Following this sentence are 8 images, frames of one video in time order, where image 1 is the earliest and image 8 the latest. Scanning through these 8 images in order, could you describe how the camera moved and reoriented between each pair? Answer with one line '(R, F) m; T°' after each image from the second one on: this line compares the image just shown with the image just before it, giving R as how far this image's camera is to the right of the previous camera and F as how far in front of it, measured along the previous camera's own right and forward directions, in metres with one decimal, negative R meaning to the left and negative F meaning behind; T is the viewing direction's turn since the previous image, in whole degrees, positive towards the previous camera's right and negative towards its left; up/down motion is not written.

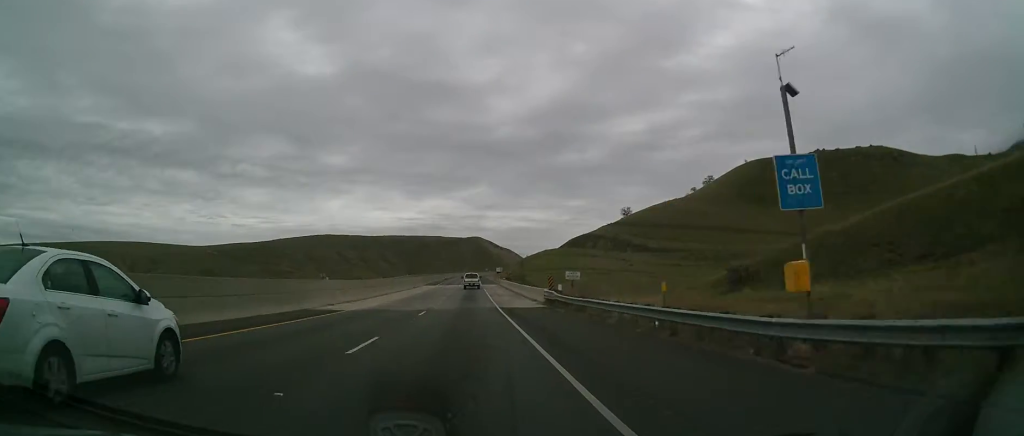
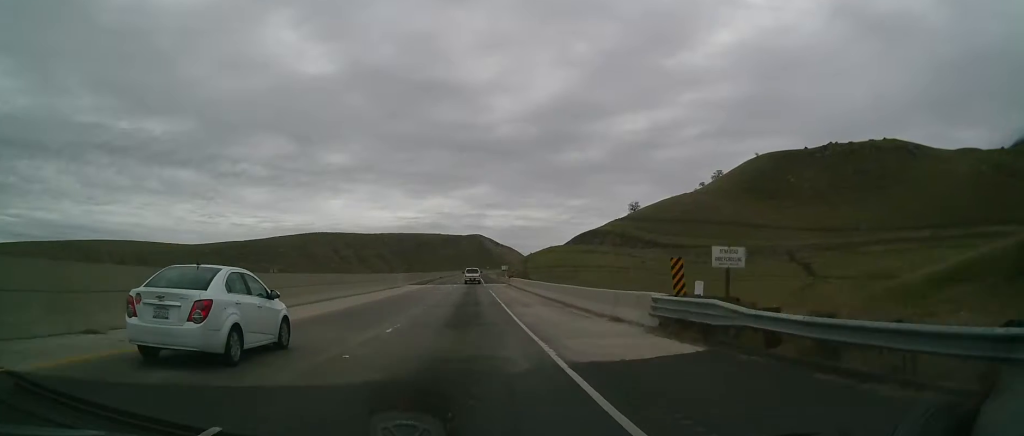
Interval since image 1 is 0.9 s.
(-0.2, +24.3) m; 0°
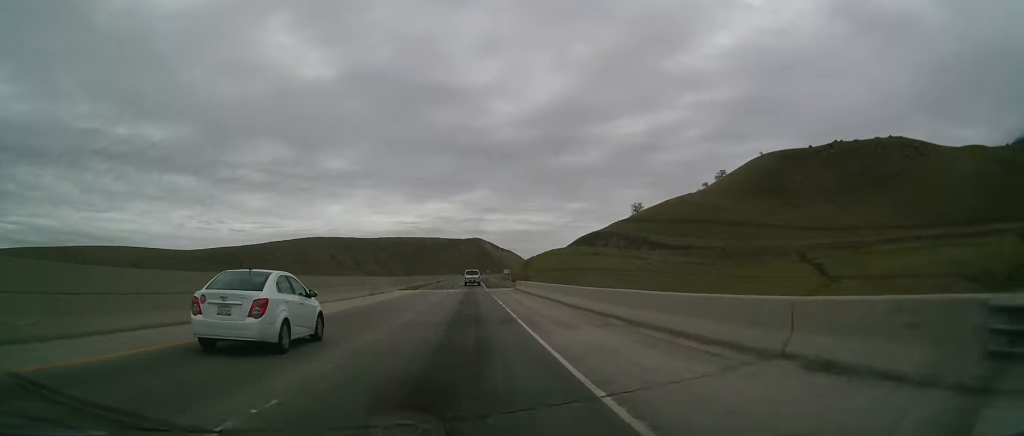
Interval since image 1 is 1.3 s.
(+0.2, +11.7) m; 0°
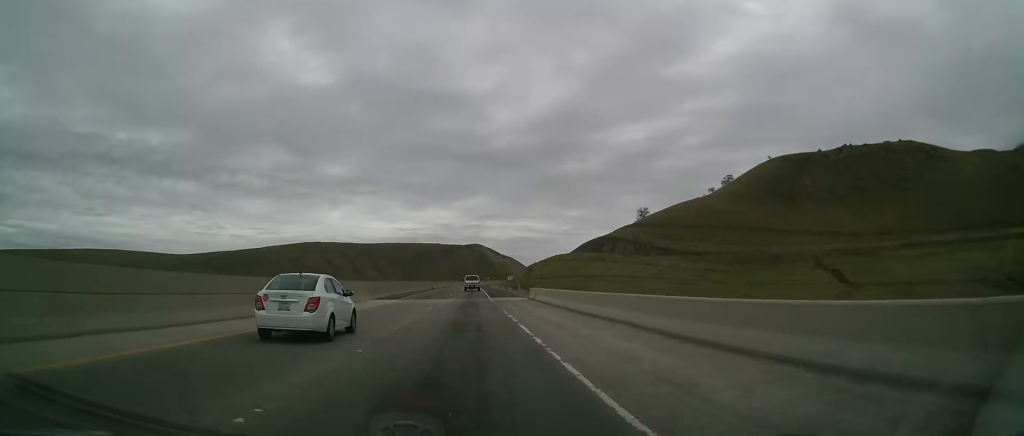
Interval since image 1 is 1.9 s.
(-0.1, +16.3) m; 0°
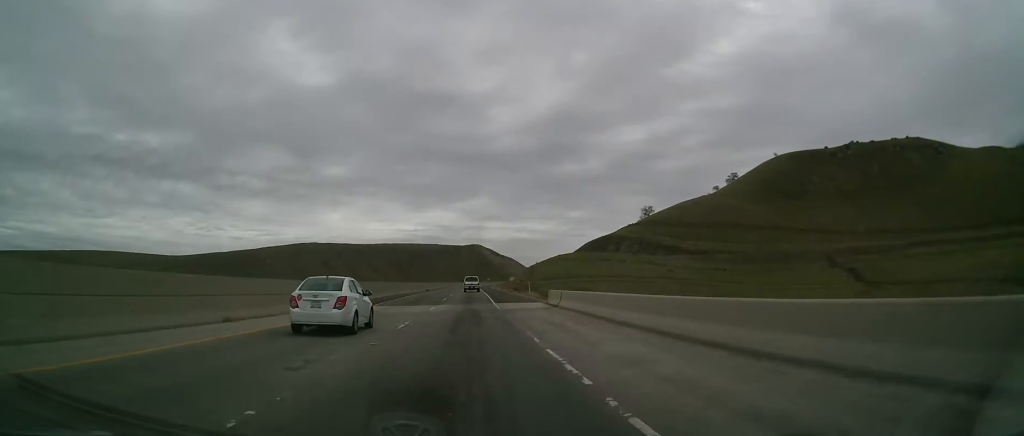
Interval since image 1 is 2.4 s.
(-0.3, +13.5) m; 0°
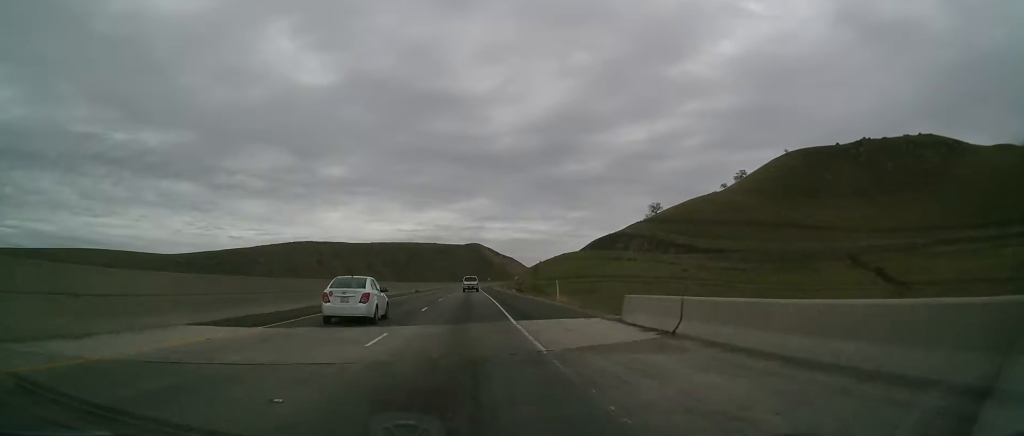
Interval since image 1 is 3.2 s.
(+0.2, +19.7) m; +1°
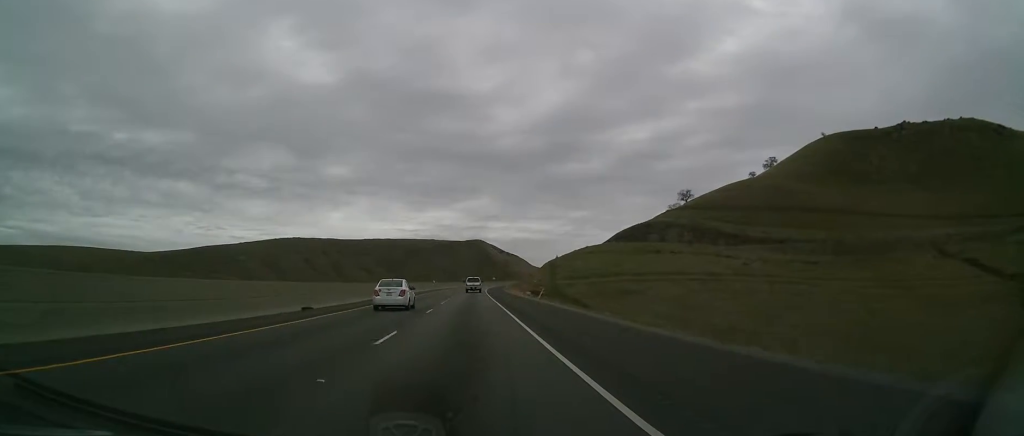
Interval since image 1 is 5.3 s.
(+0.5, +57.8) m; 0°
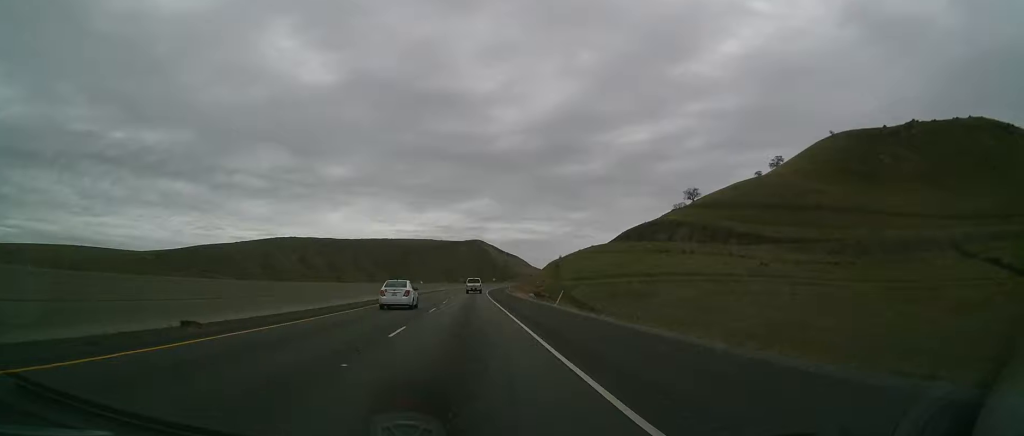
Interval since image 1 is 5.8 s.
(0.0, +12.4) m; 0°
